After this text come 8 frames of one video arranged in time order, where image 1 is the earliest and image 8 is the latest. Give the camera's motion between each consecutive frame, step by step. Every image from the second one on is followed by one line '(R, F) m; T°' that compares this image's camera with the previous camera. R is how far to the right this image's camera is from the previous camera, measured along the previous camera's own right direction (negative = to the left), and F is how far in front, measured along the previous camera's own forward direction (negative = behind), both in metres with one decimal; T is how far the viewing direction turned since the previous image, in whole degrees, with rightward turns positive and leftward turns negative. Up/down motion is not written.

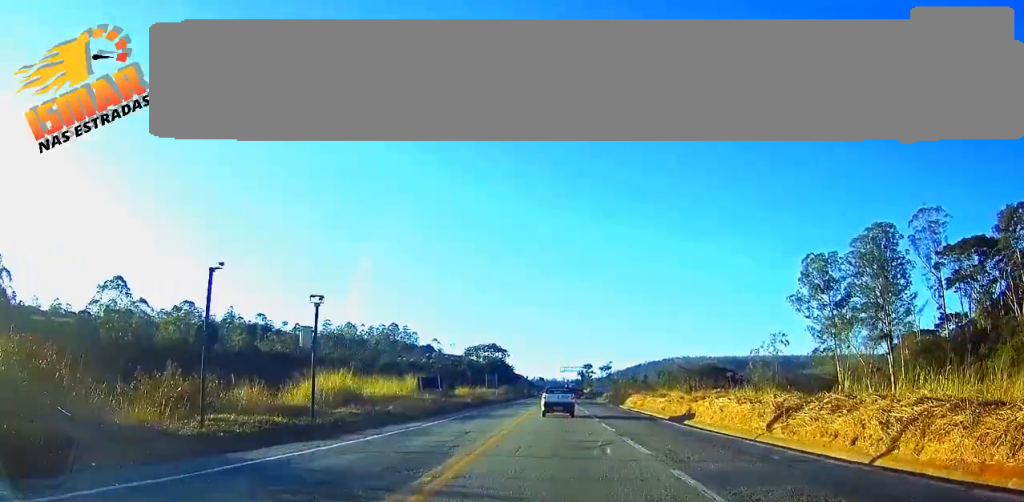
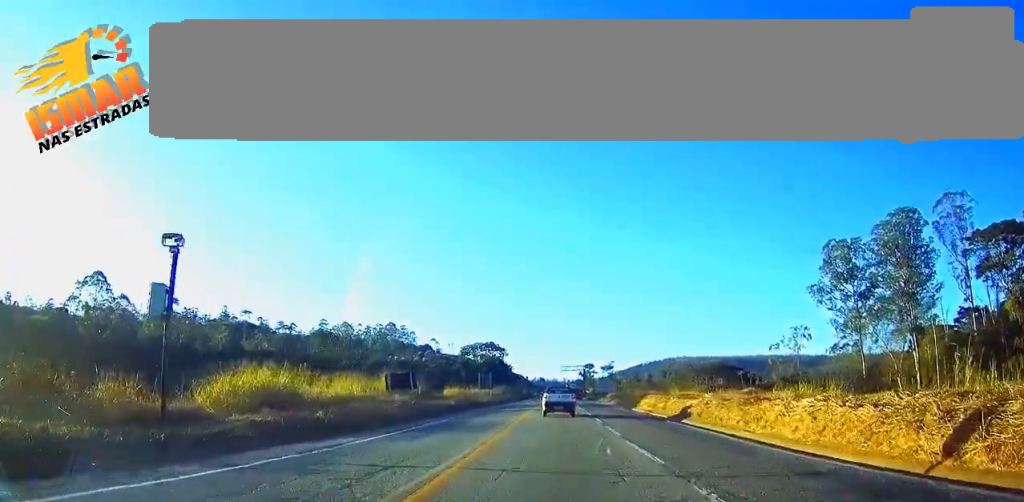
(0.0, +10.0) m; 0°
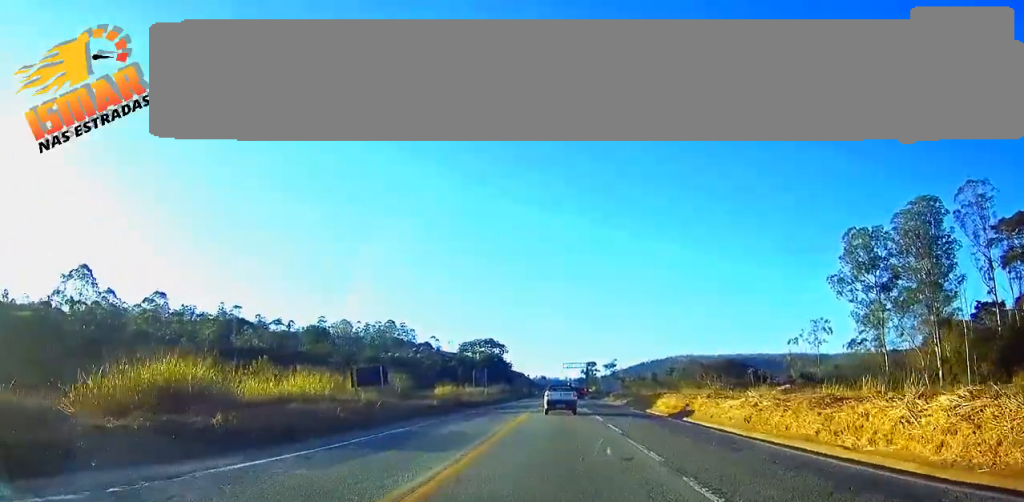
(0.0, +7.5) m; 0°
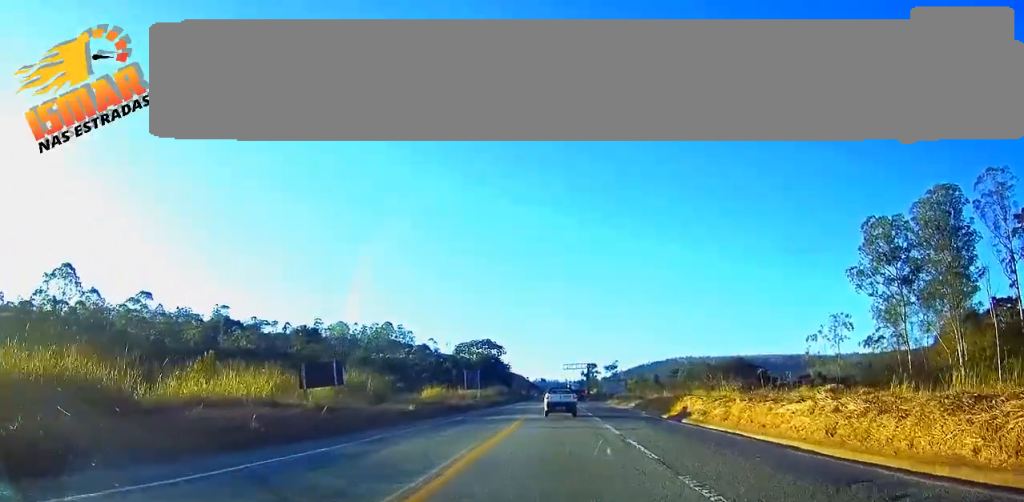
(0.0, +7.3) m; 0°
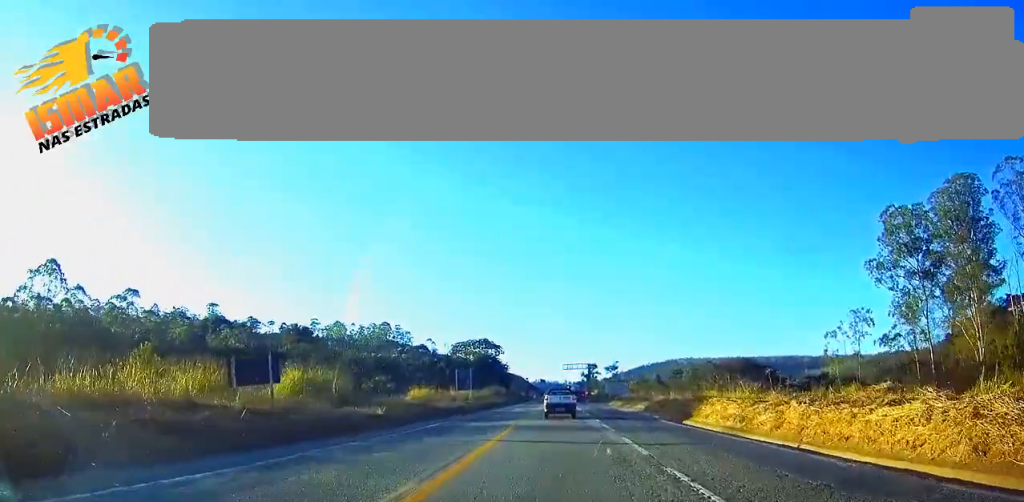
(0.0, +6.4) m; 0°
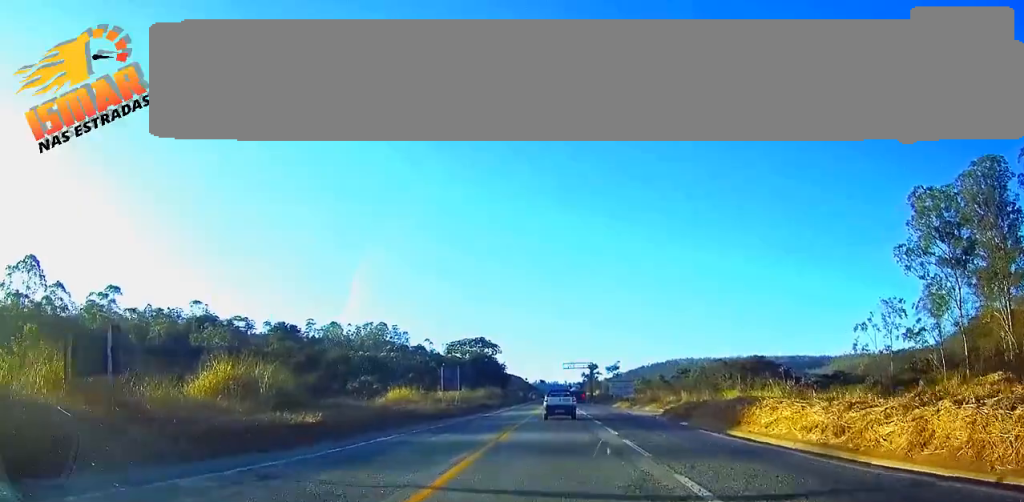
(0.0, +8.6) m; 0°
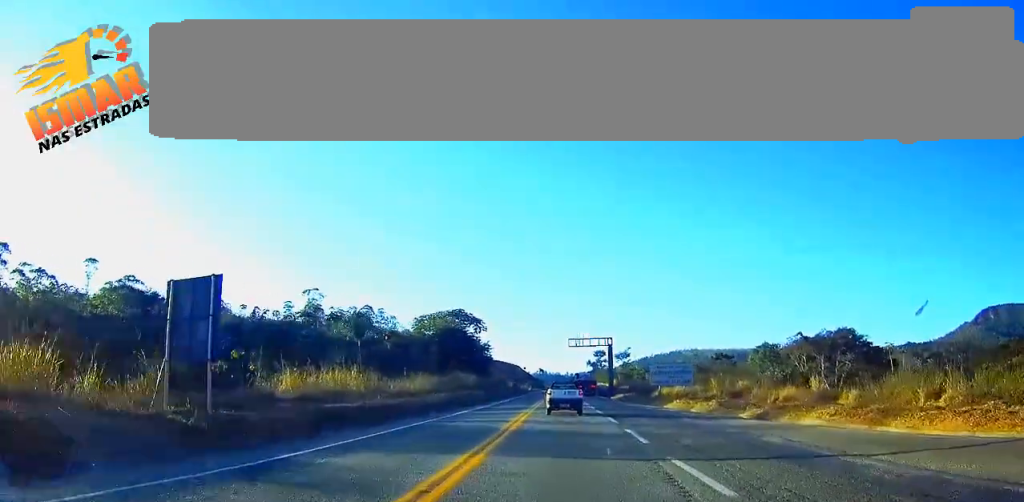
(-0.4, +45.0) m; 0°
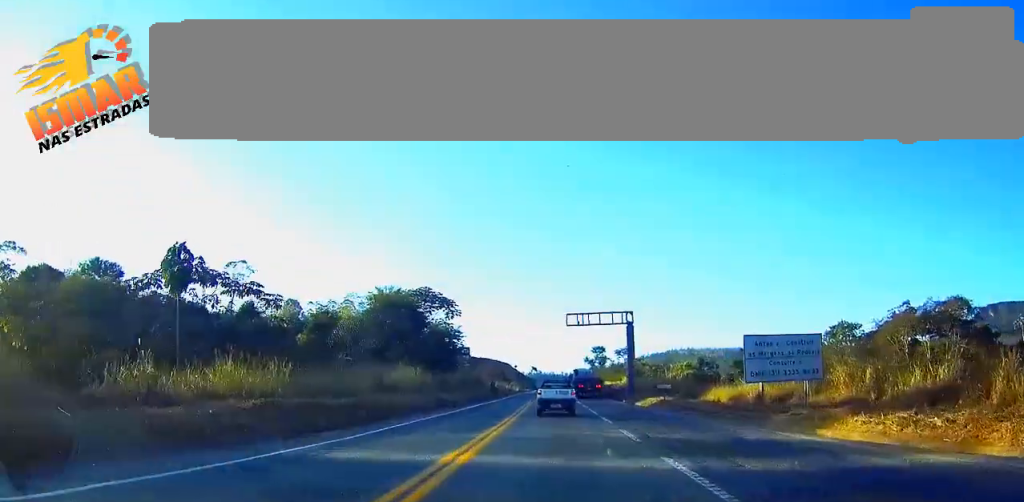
(+0.2, +32.6) m; 0°
